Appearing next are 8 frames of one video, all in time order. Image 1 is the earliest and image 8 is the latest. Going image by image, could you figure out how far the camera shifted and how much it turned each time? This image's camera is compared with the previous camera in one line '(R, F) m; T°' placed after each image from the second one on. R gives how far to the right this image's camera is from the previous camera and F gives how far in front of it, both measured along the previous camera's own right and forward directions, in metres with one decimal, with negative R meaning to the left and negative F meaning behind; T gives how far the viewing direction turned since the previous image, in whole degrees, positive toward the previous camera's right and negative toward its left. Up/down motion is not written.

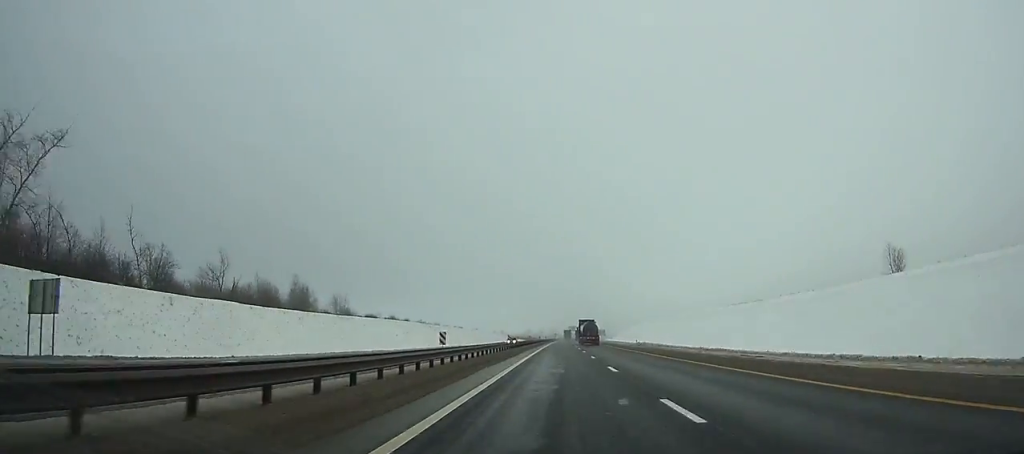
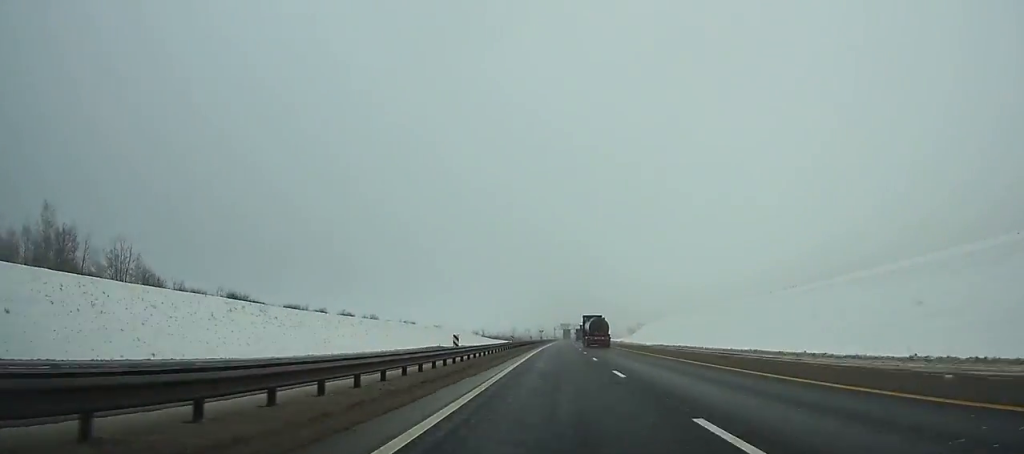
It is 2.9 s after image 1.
(+0.8, +86.4) m; +1°
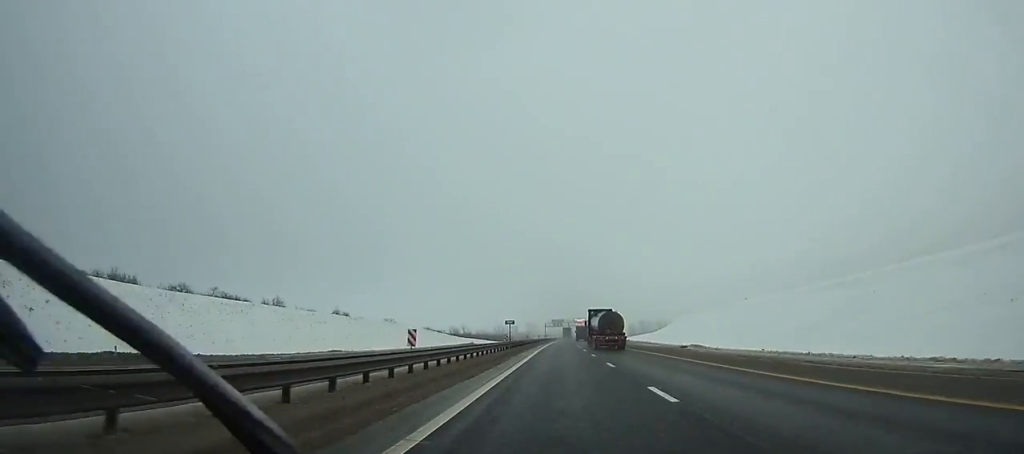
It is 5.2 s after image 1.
(+0.4, +68.9) m; +1°
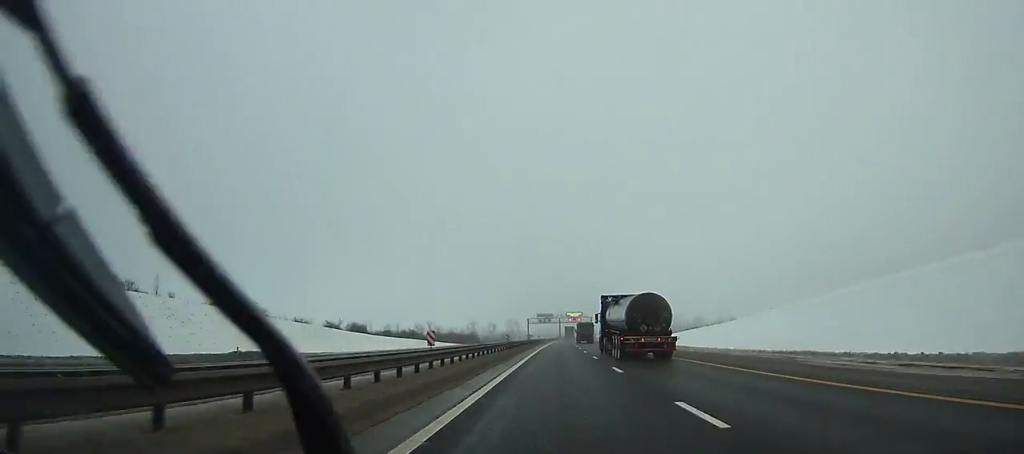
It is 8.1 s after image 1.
(+0.8, +87.4) m; +1°
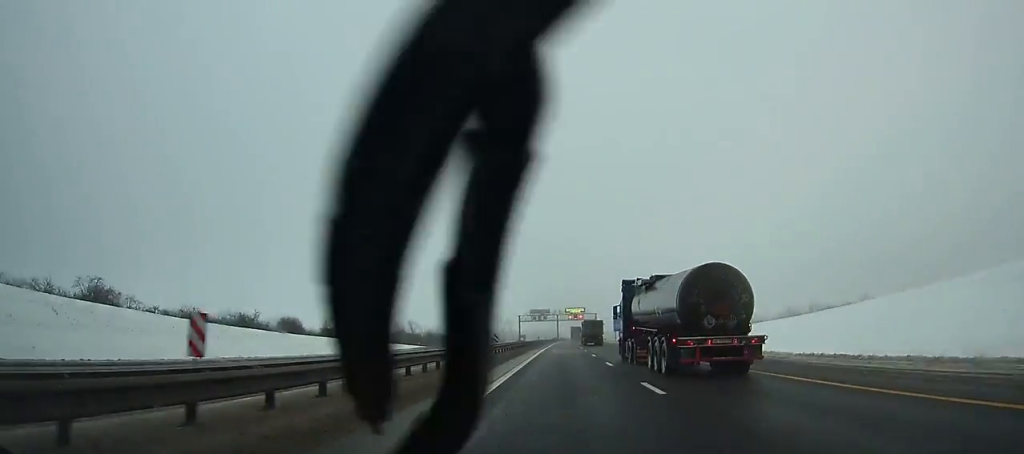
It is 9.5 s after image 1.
(+0.1, +42.4) m; +1°
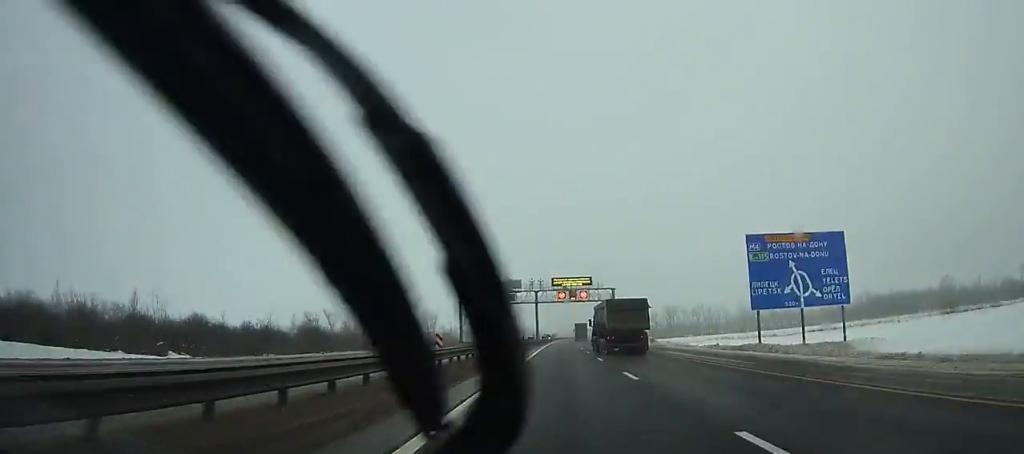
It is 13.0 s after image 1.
(+1.3, +106.2) m; +1°
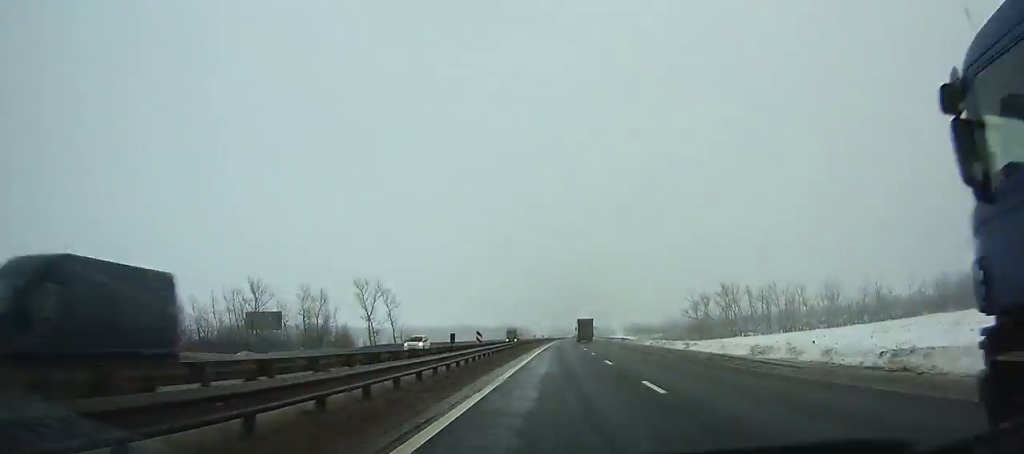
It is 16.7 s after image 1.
(+0.9, +112.1) m; +1°
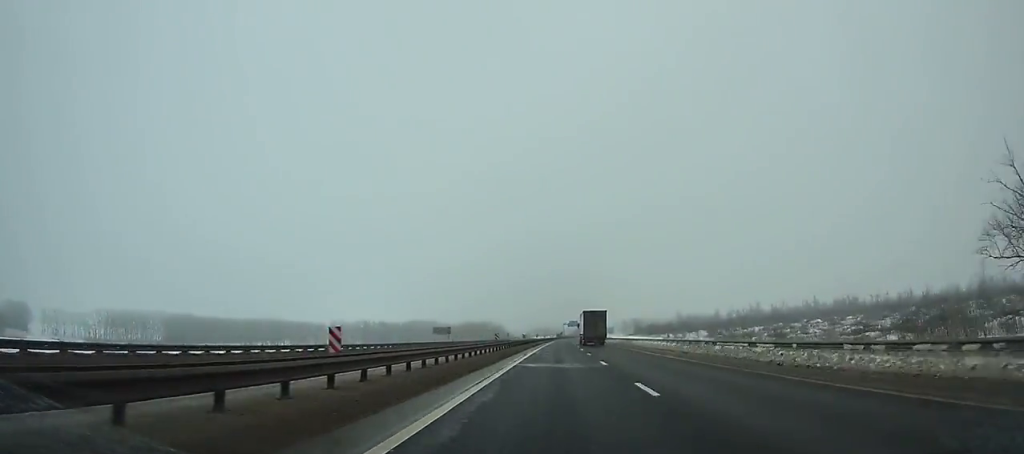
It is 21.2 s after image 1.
(+2.1, +133.9) m; +1°
